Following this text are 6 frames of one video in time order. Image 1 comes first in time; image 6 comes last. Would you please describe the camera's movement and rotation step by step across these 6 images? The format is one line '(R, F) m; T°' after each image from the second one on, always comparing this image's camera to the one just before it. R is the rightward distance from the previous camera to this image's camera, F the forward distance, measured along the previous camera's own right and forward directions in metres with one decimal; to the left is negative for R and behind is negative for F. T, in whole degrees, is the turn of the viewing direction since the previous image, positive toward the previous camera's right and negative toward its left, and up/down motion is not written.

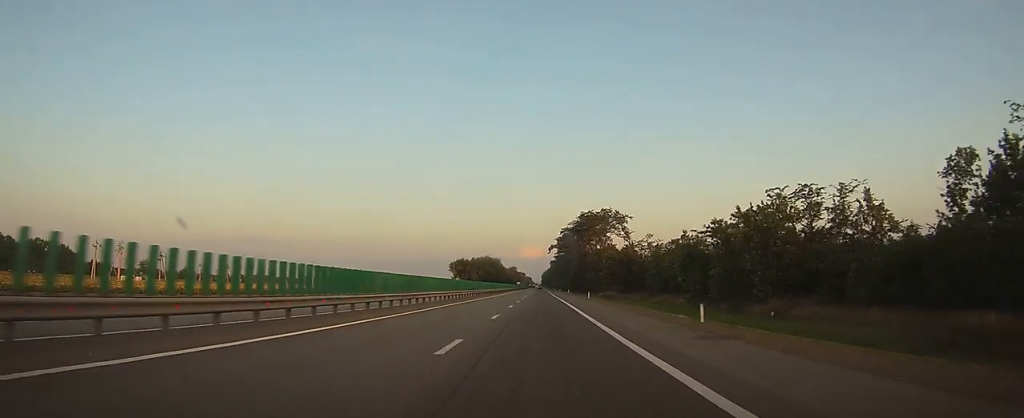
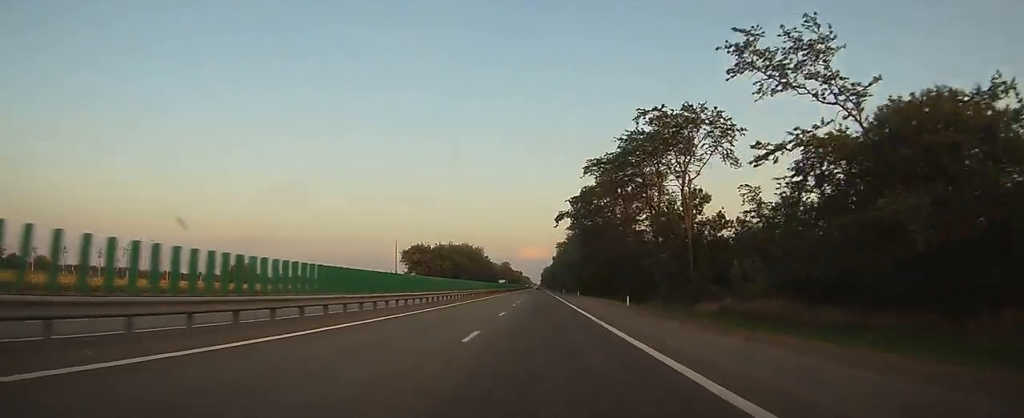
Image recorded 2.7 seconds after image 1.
(-0.2, +80.9) m; 0°
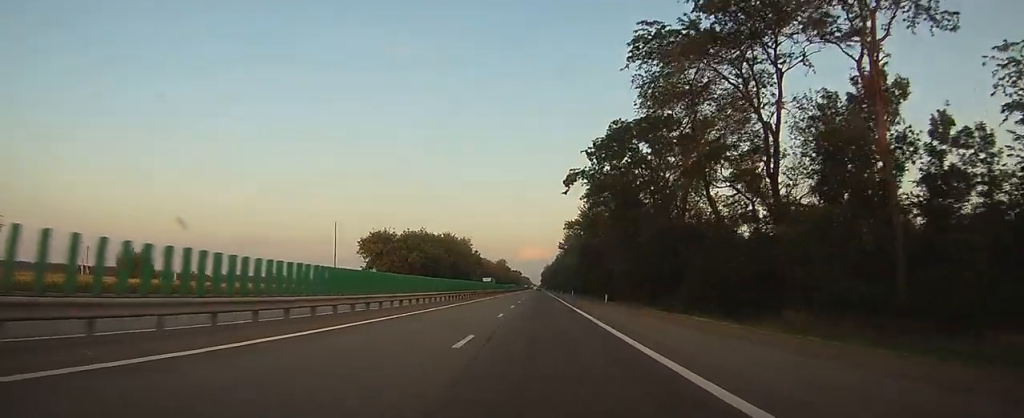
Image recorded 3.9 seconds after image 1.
(+0.1, +36.8) m; 0°
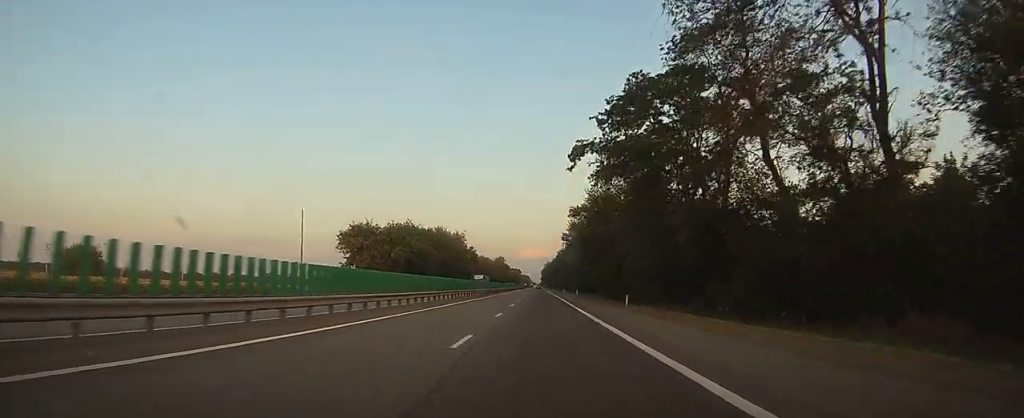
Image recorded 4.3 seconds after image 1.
(0.0, +12.3) m; 0°
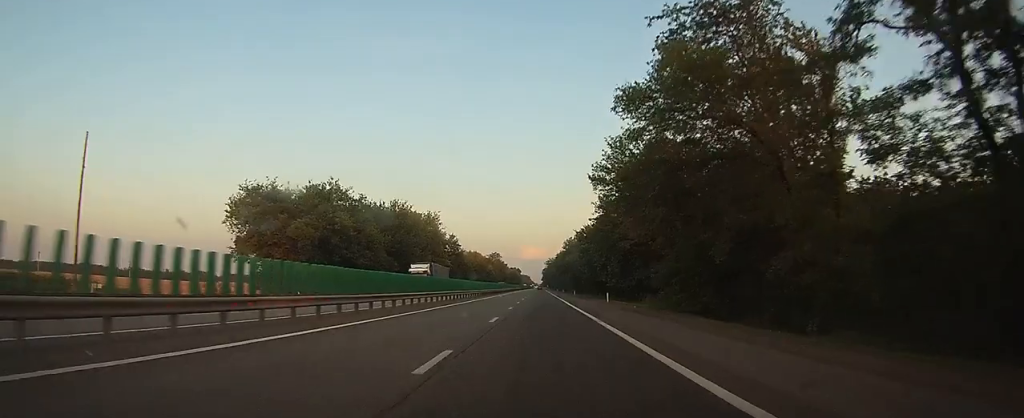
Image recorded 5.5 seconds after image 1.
(0.0, +39.1) m; 0°
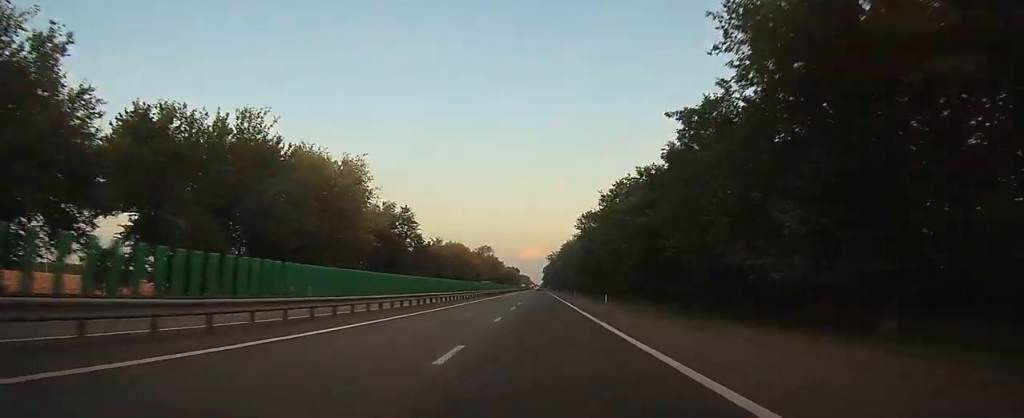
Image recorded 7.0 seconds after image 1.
(0.0, +46.4) m; 0°
